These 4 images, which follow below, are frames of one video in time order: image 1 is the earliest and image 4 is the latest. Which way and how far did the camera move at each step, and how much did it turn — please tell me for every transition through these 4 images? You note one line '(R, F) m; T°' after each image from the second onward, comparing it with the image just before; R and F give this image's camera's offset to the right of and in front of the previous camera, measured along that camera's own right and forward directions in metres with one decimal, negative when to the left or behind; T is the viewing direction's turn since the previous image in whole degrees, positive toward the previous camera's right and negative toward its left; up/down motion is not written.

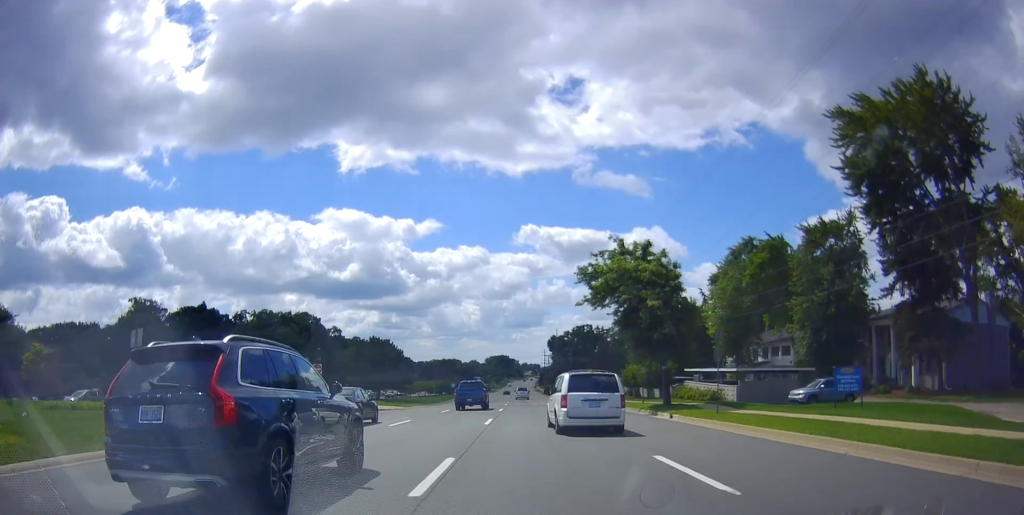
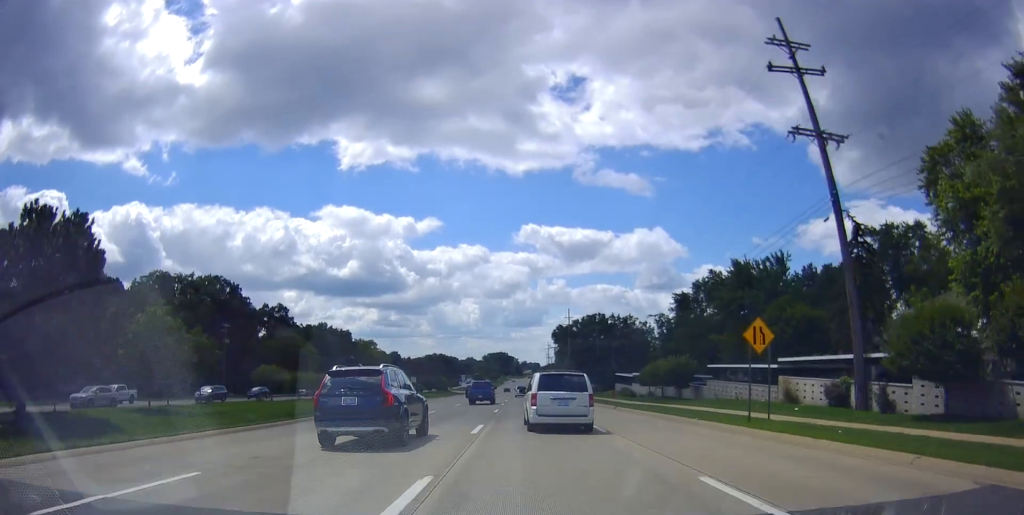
(+0.2, +49.4) m; 0°
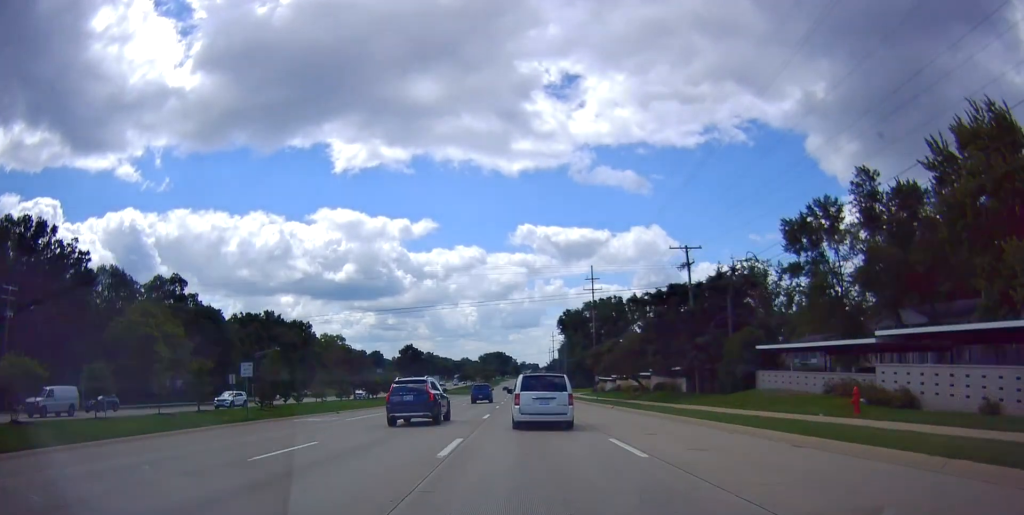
(+0.7, +52.0) m; 0°
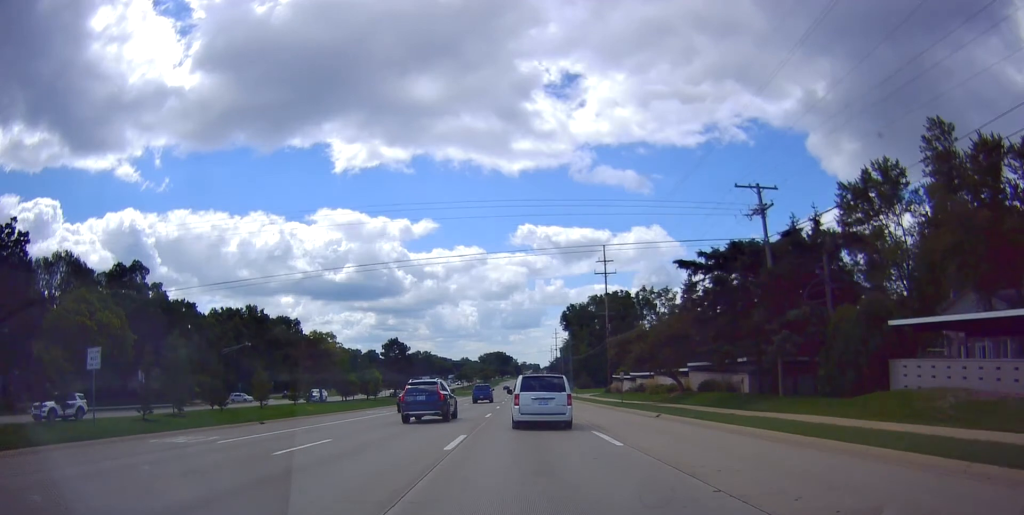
(+0.1, +13.6) m; 0°
